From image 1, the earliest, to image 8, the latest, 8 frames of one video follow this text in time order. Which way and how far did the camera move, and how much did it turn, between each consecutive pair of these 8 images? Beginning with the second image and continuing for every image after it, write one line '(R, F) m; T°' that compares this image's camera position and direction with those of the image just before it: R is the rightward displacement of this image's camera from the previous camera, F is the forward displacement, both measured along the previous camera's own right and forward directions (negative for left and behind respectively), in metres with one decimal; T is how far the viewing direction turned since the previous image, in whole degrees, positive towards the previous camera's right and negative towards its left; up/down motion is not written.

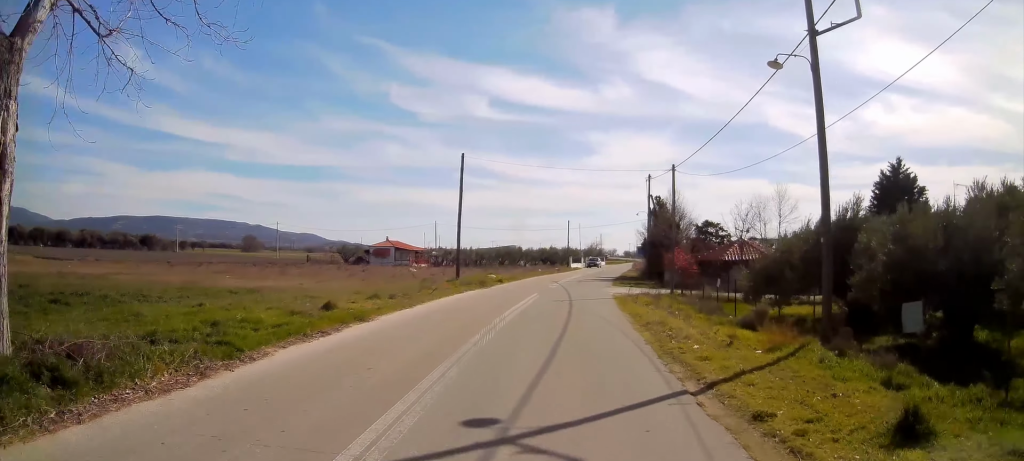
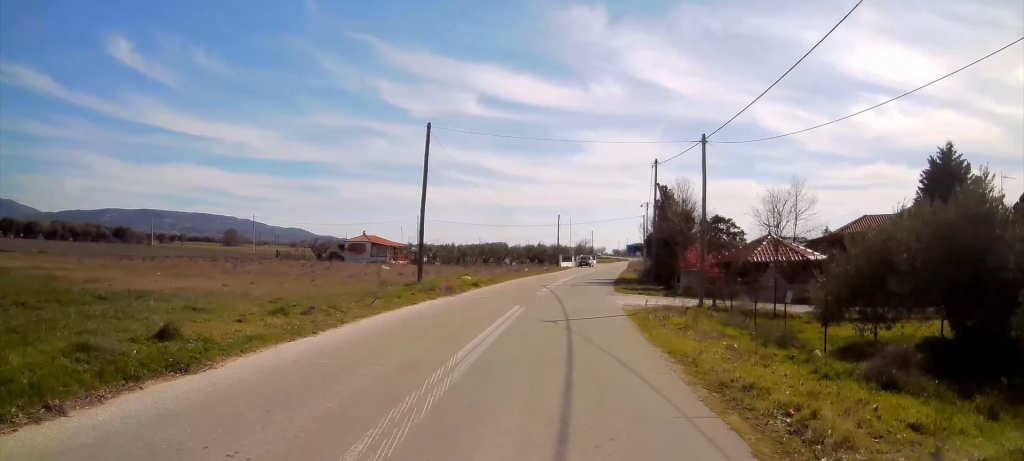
(+0.1, +6.5) m; +2°
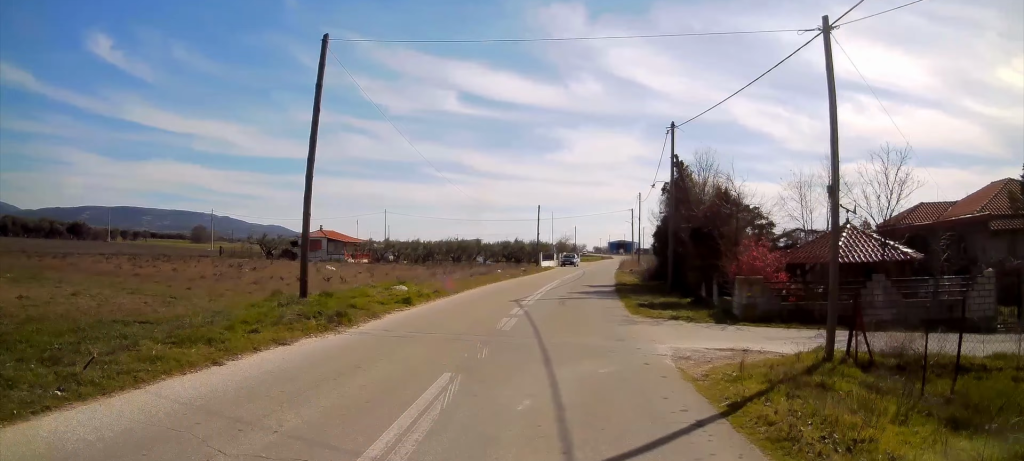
(+0.2, +10.1) m; +1°
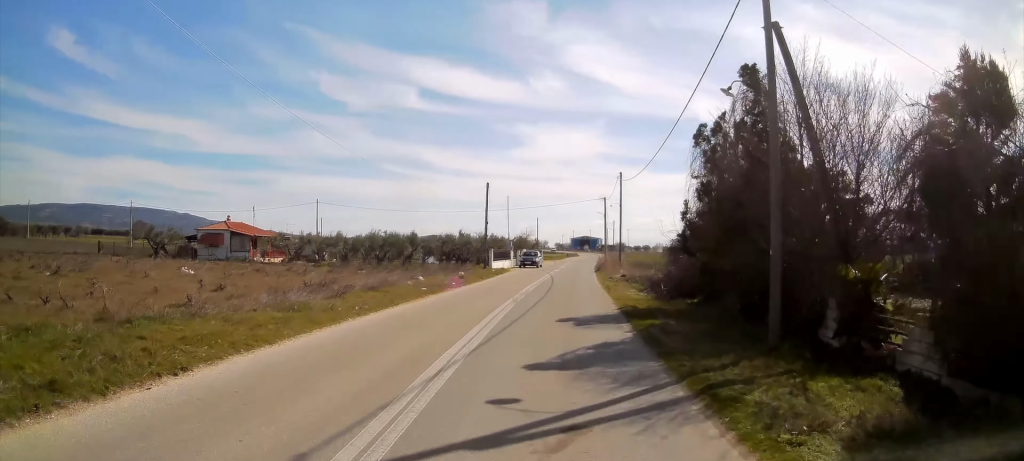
(+0.2, +15.7) m; +2°
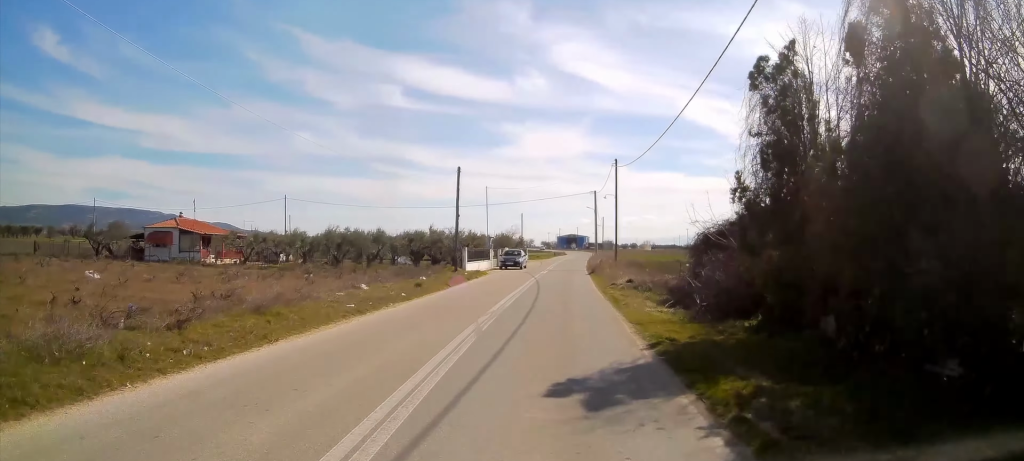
(+0.1, +7.1) m; +1°
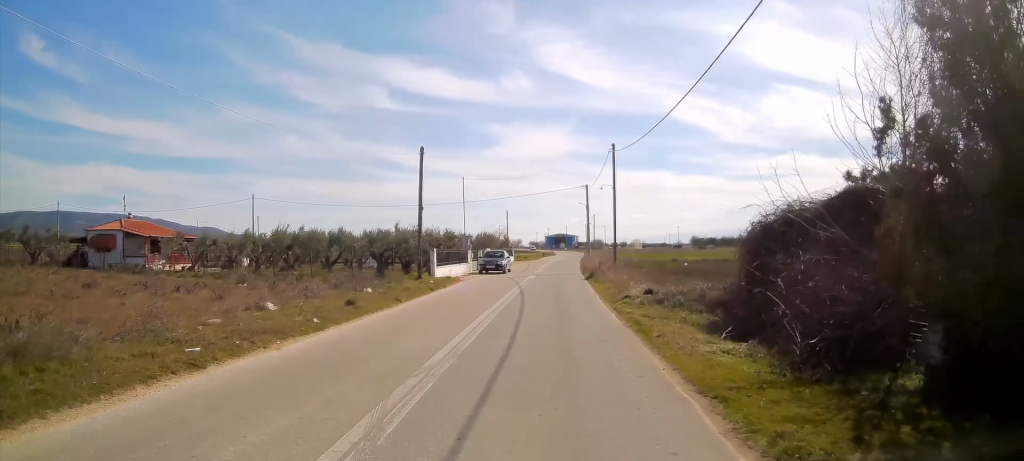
(0.0, +6.8) m; +1°
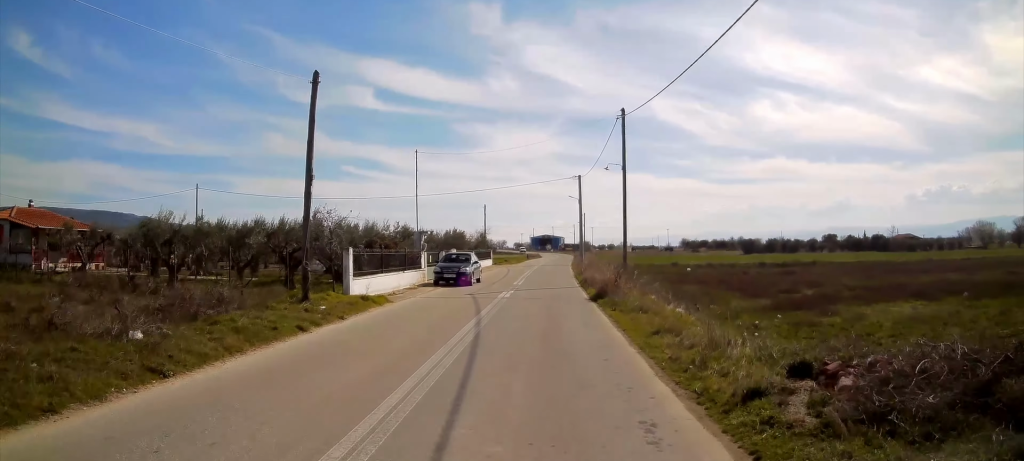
(+0.1, +11.8) m; +3°
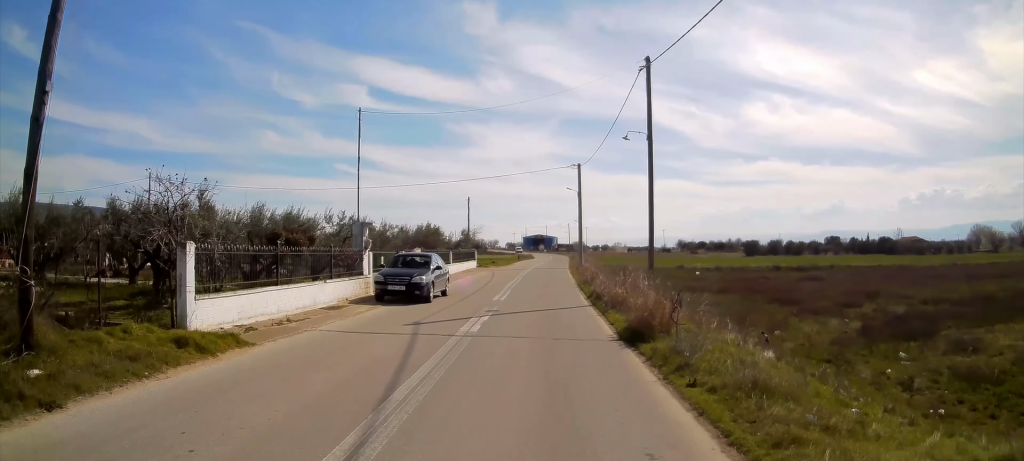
(+0.3, +8.8) m; +1°
